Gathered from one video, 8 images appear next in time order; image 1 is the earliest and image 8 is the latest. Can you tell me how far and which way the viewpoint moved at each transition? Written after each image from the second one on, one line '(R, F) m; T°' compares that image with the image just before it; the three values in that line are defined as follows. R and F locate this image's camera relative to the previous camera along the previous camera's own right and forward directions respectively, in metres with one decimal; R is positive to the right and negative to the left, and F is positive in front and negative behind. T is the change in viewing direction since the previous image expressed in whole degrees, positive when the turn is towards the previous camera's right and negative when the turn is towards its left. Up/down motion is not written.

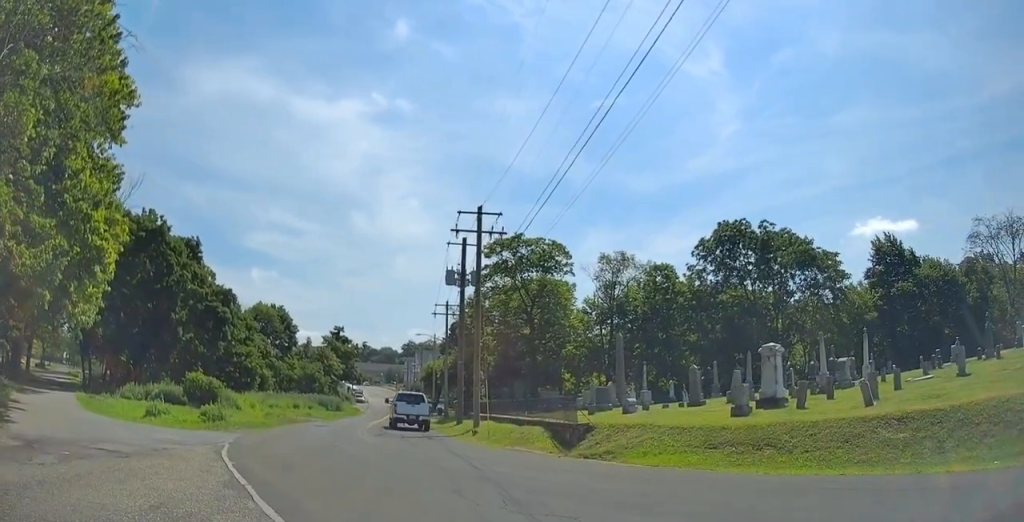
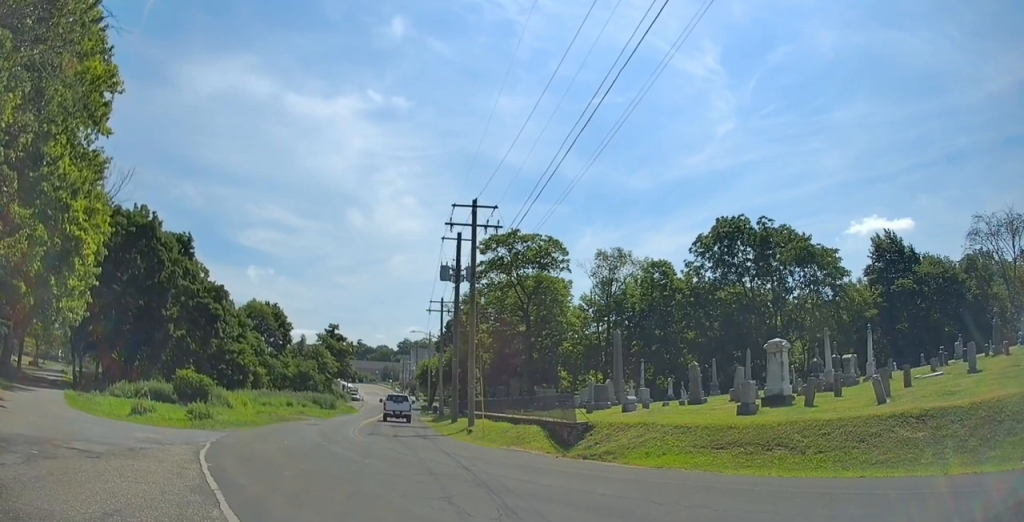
(0.0, +0.7) m; 0°
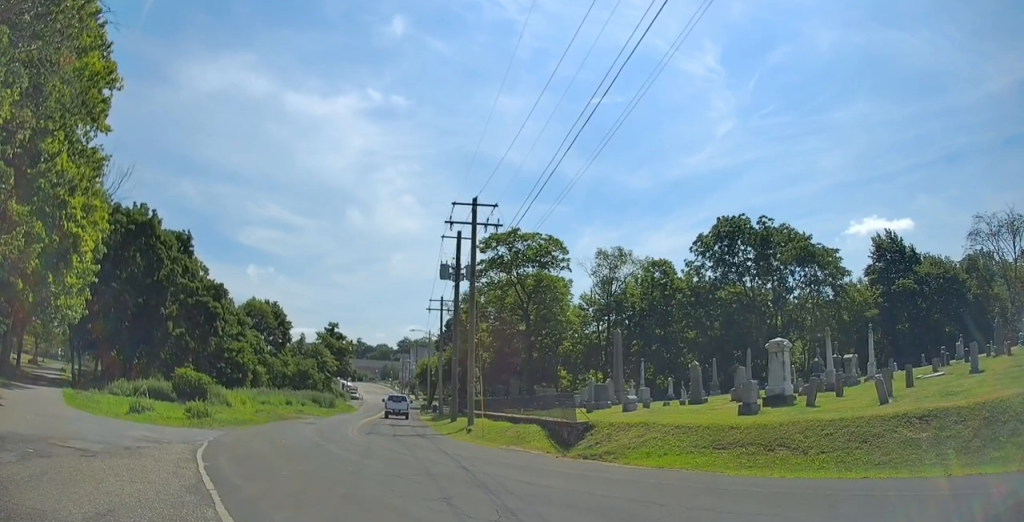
(0.0, +0.2) m; 0°
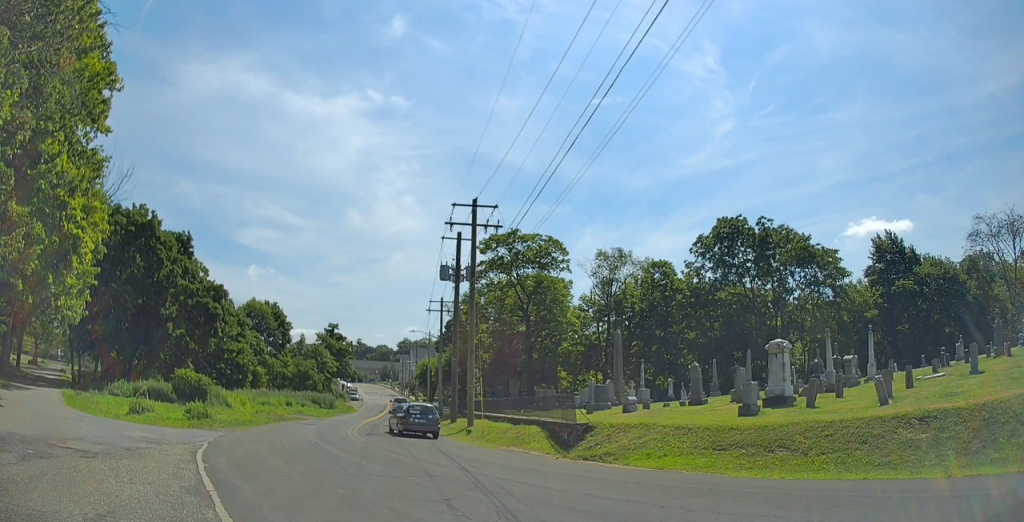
(0.0, +0.2) m; 0°
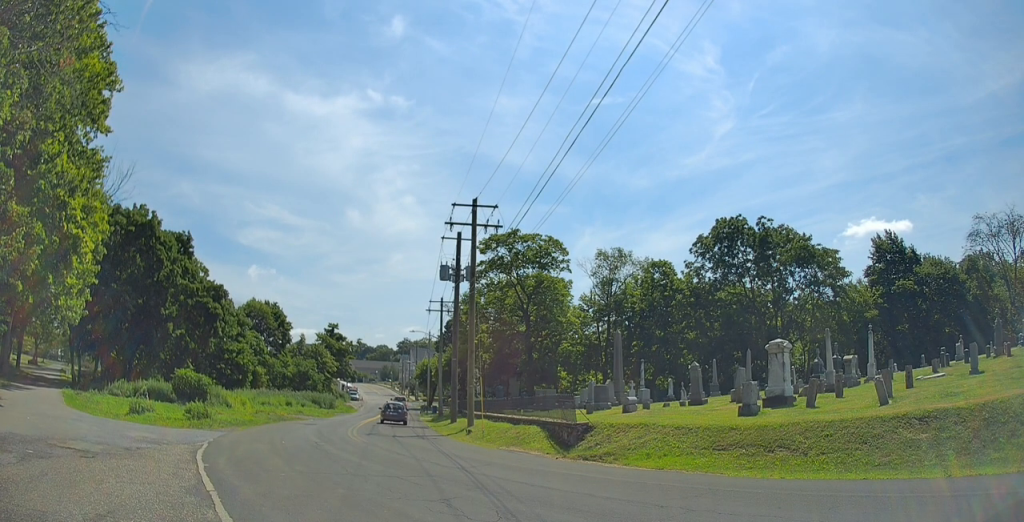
(0.0, +0.1) m; 0°
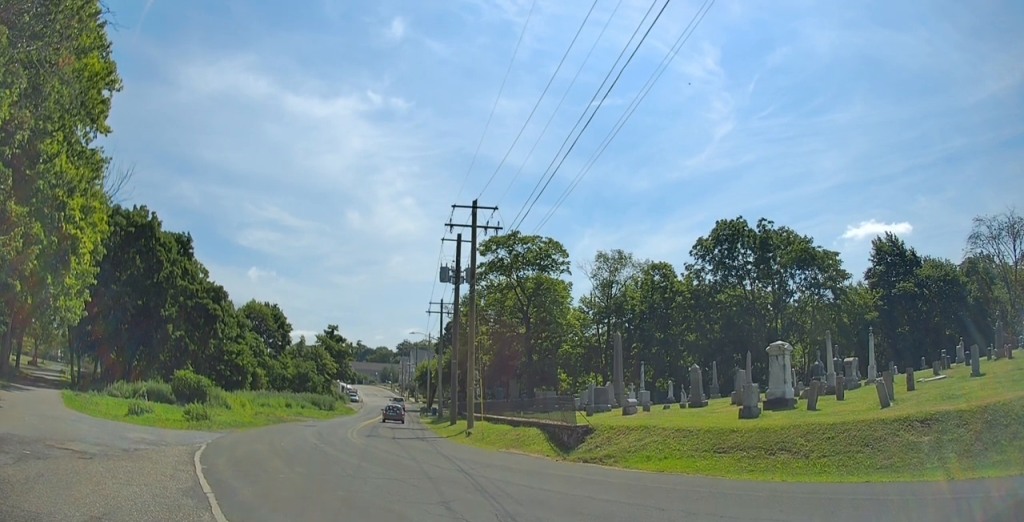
(0.0, +0.2) m; 0°
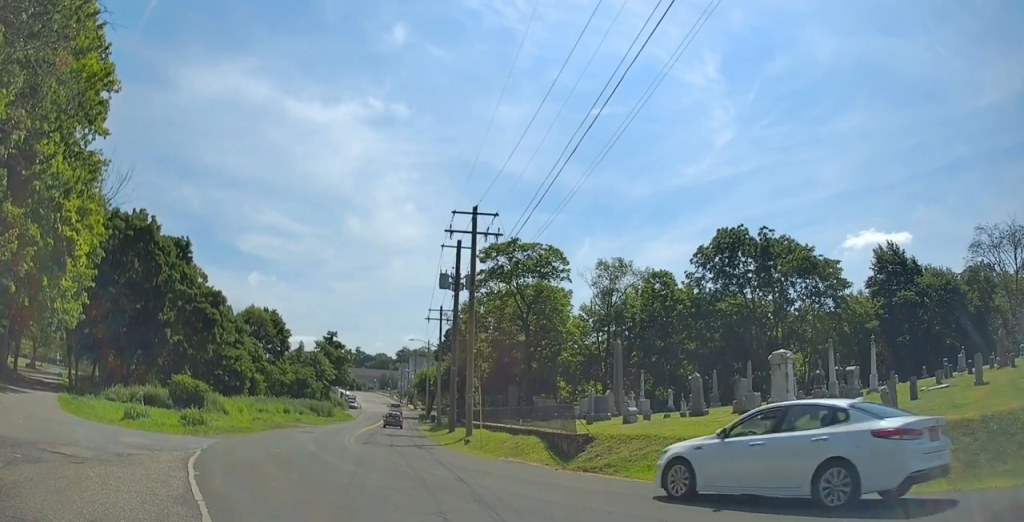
(+0.3, +0.1) m; 0°
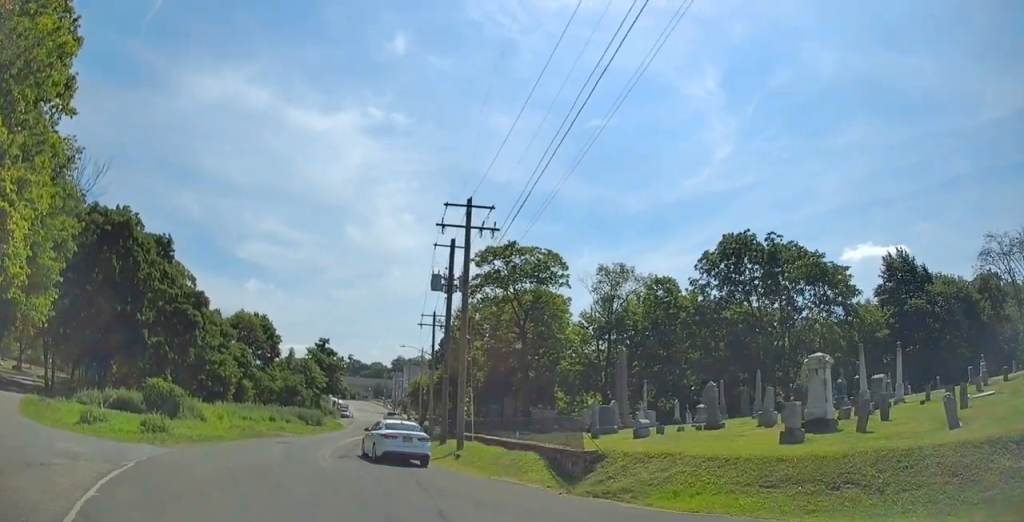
(+0.5, +1.3) m; 0°
